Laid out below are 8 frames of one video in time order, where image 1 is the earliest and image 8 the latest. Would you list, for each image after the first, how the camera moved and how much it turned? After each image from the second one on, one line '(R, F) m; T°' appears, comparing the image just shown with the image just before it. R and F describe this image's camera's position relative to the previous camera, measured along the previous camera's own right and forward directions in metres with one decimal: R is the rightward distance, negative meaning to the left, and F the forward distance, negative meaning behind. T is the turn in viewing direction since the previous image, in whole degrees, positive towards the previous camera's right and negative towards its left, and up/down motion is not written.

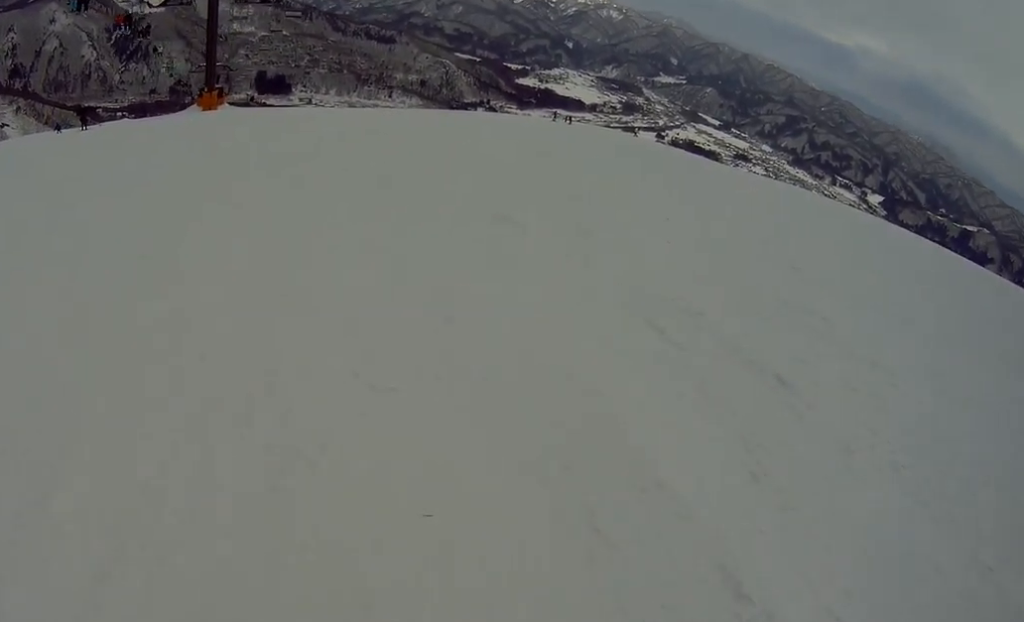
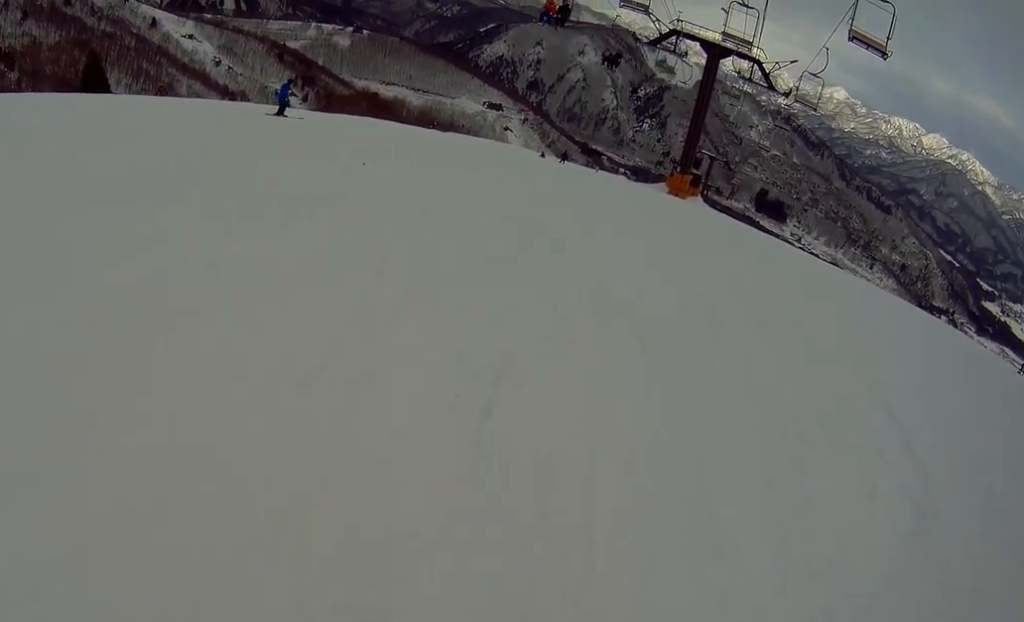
(-3.6, +10.8) m; -19°
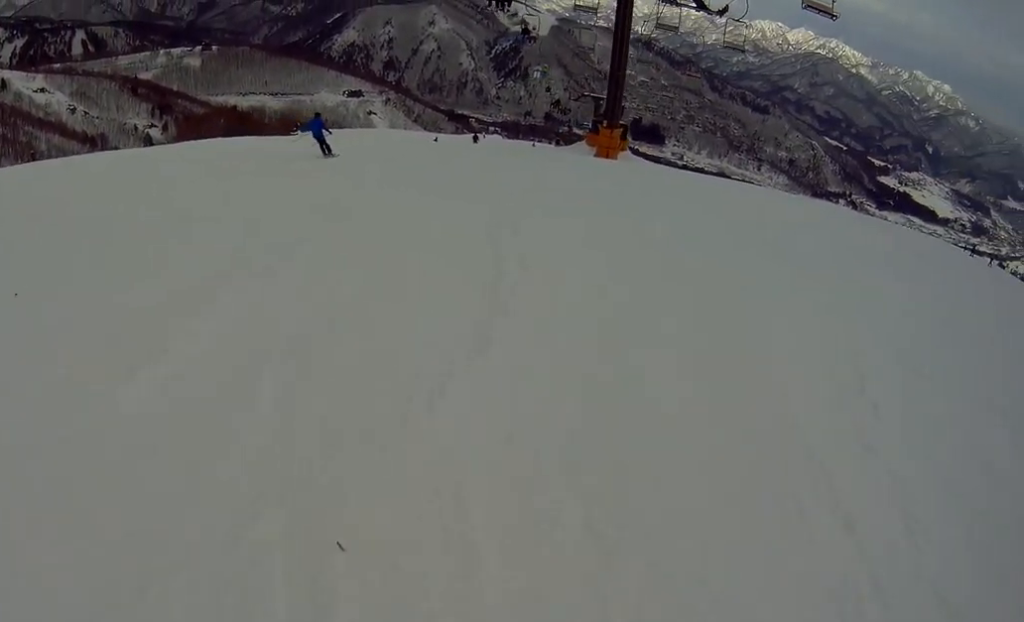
(+0.2, +9.1) m; +10°
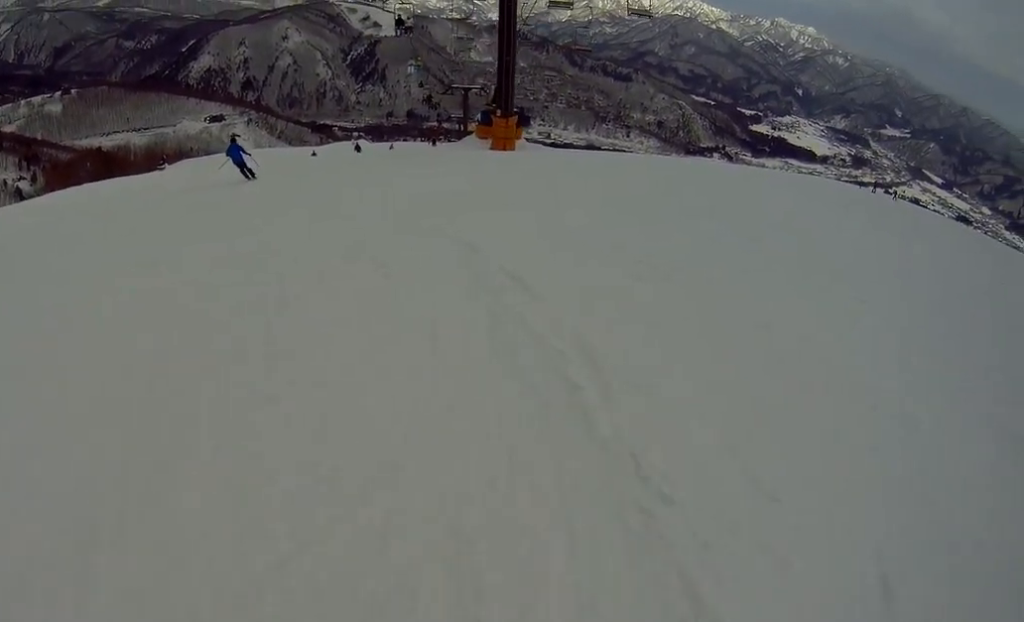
(+0.3, +3.1) m; +2°
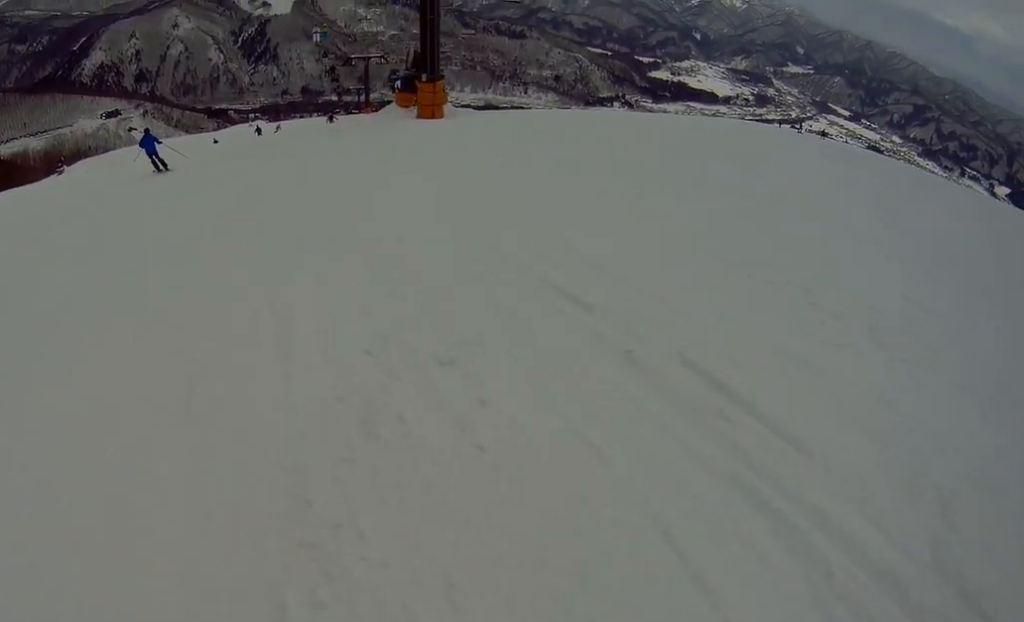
(+0.5, +3.6) m; +1°
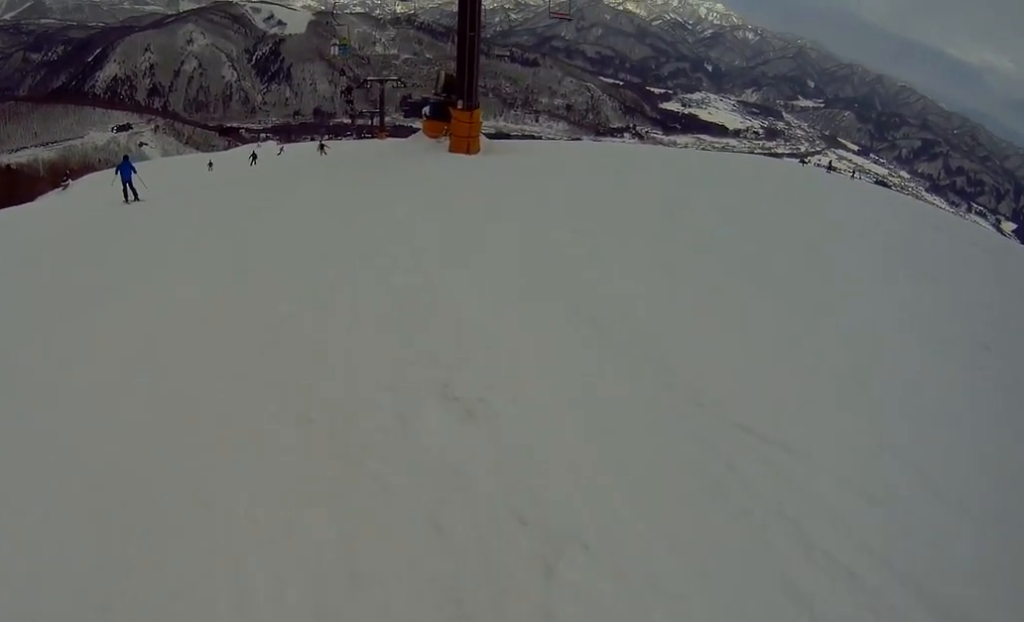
(-0.1, +4.5) m; +1°
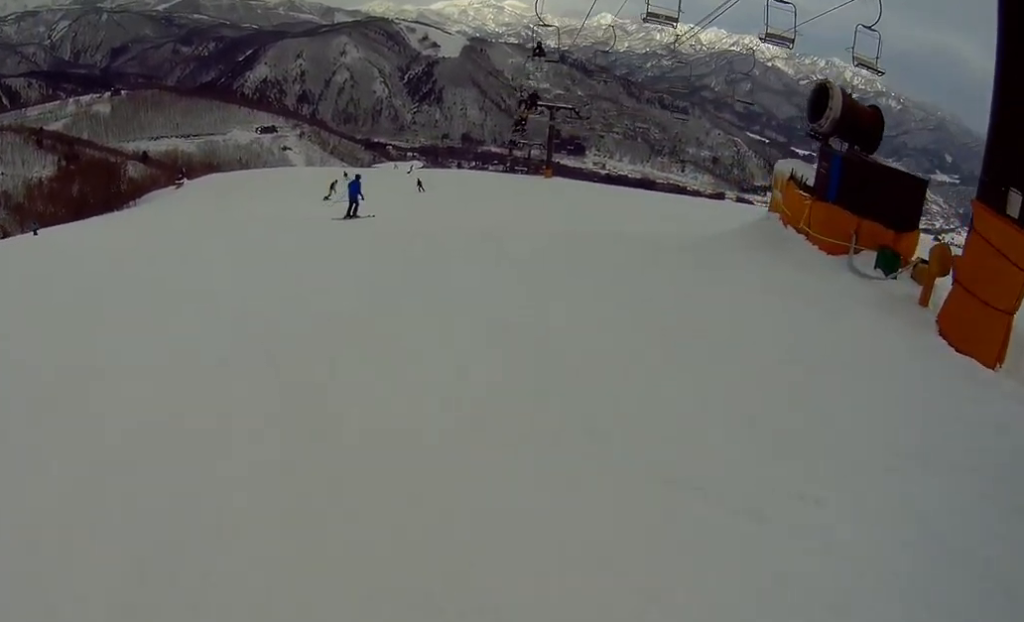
(+1.9, +21.3) m; +14°
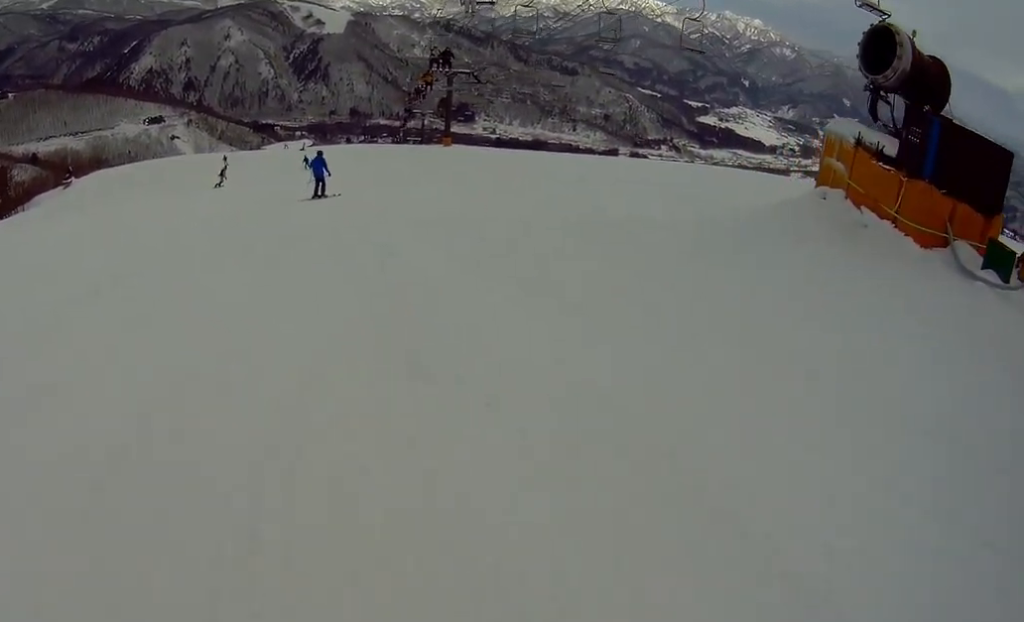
(+0.4, +4.1) m; -1°
